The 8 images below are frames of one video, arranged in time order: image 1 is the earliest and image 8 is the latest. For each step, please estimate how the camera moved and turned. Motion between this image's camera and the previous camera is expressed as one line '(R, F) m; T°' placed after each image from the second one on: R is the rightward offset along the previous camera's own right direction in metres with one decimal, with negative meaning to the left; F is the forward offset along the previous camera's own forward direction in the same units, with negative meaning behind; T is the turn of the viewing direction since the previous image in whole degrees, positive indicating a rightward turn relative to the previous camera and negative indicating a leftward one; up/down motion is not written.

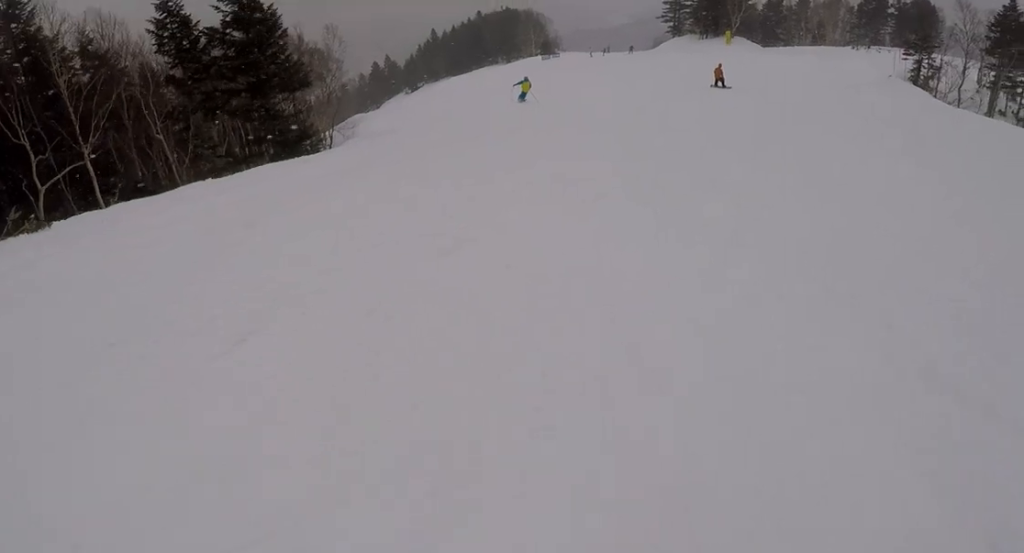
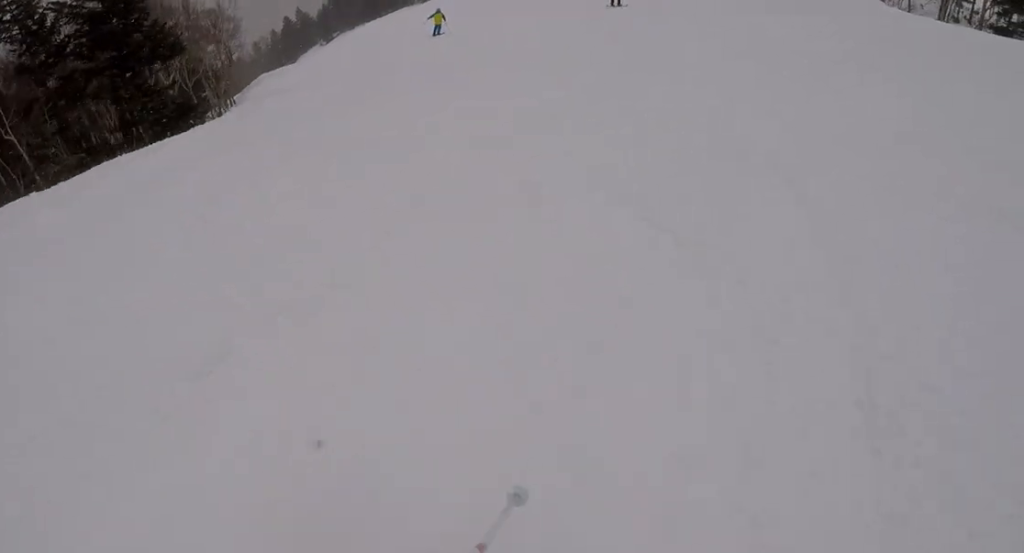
(-0.2, +2.9) m; +5°
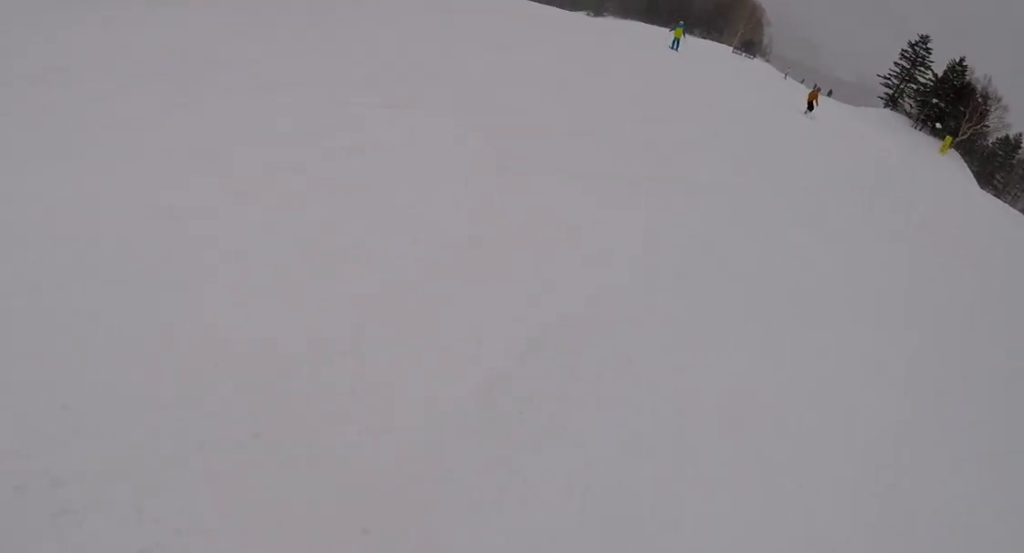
(+0.7, +11.1) m; -4°
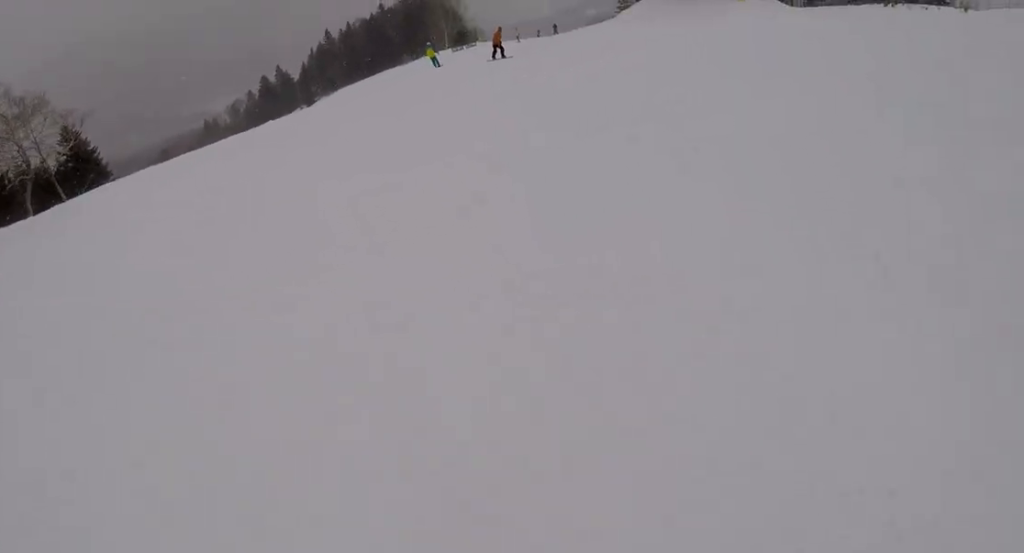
(-1.4, +13.9) m; -4°
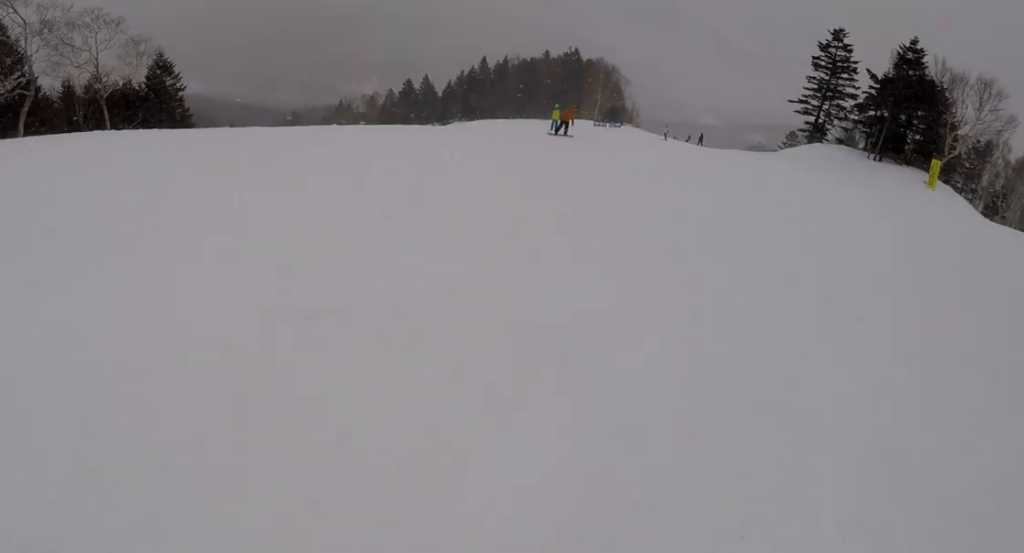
(+0.2, +7.4) m; -2°
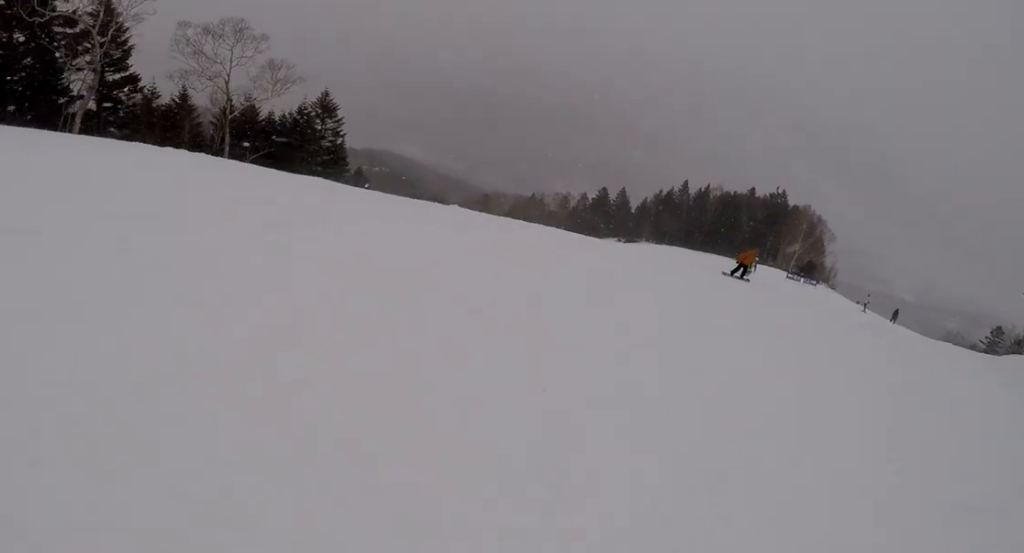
(-0.5, +6.5) m; -12°
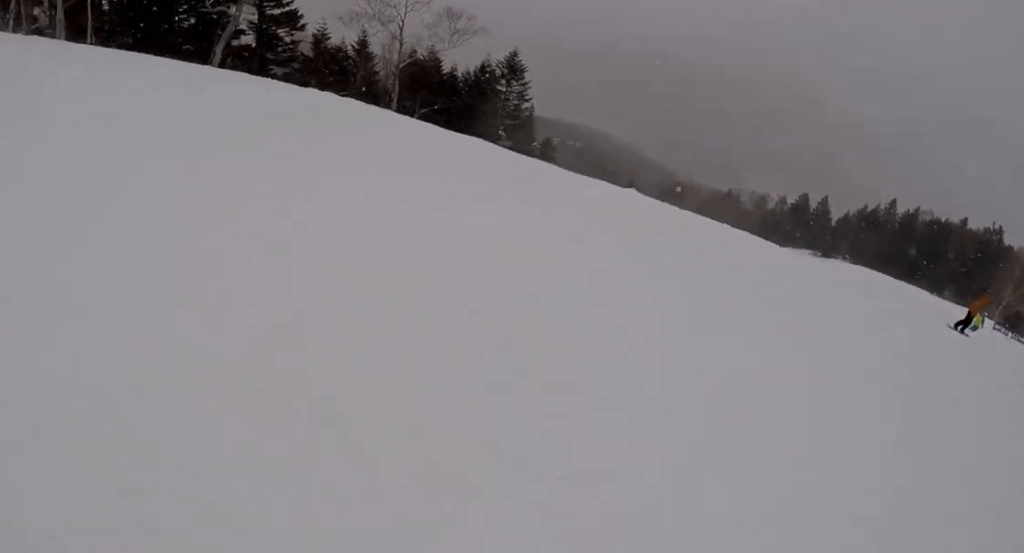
(-0.2, +2.4) m; -7°
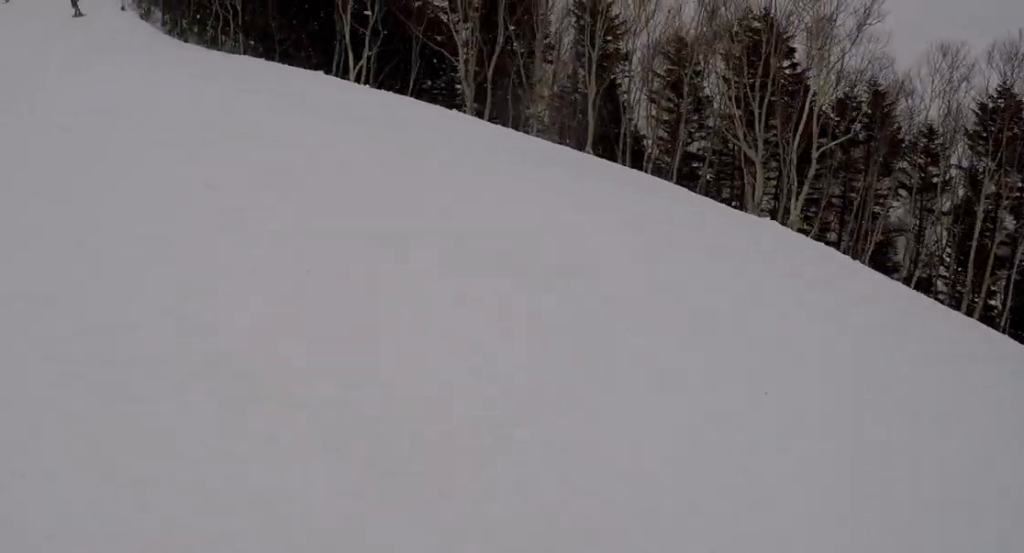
(-0.1, +2.7) m; -11°
